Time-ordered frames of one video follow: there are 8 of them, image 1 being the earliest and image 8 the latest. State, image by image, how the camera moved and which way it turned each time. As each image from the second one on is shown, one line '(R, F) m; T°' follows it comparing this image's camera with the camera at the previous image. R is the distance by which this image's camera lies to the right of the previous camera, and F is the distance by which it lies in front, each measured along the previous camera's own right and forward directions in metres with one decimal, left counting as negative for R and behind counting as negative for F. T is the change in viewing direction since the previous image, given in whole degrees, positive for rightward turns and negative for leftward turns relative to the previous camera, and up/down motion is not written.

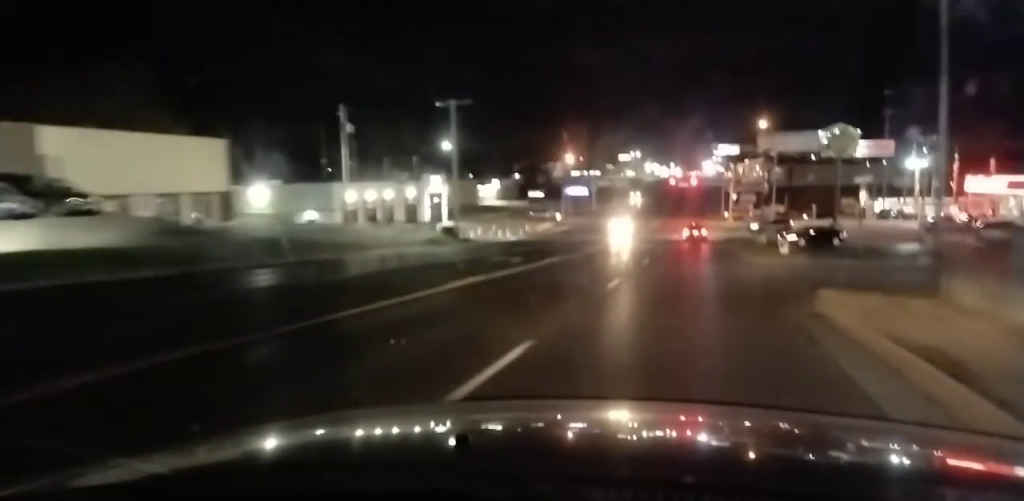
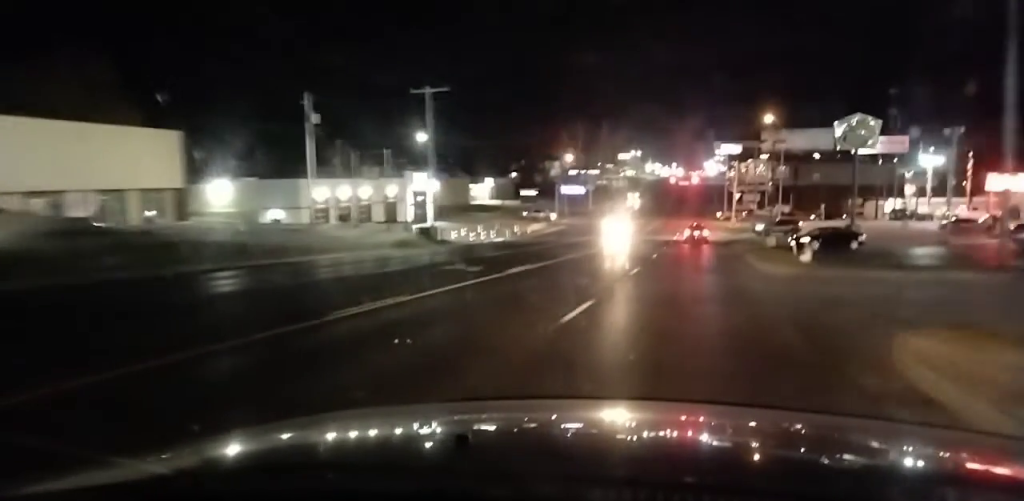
(0.0, +6.1) m; 0°
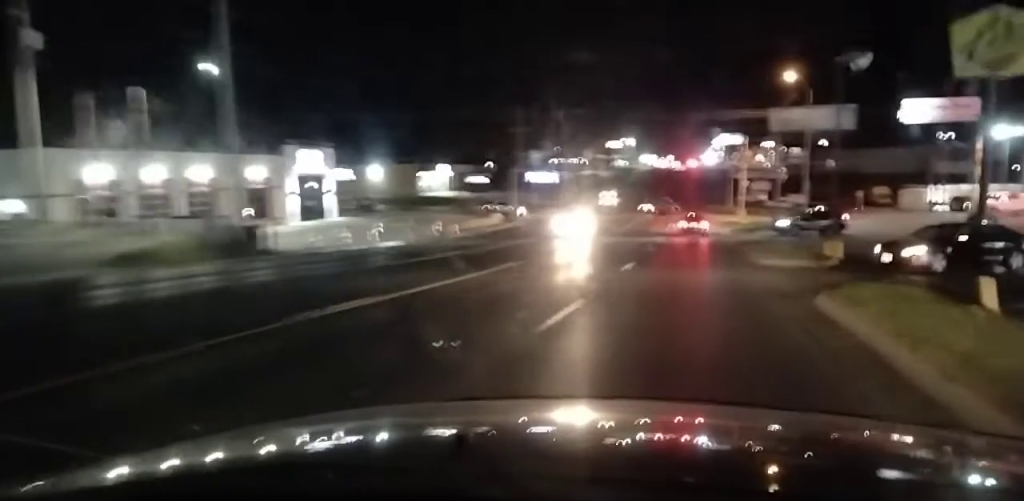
(0.0, +24.4) m; +1°
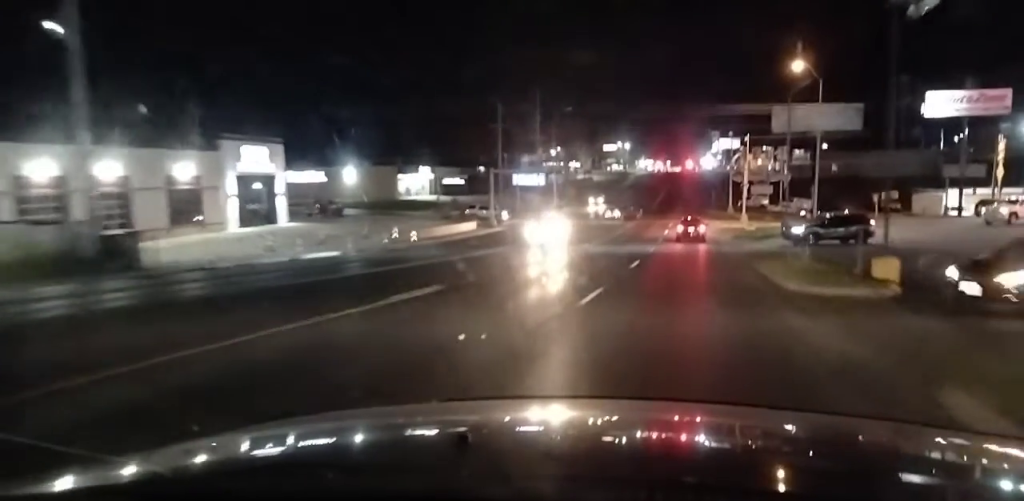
(0.0, +7.7) m; +1°
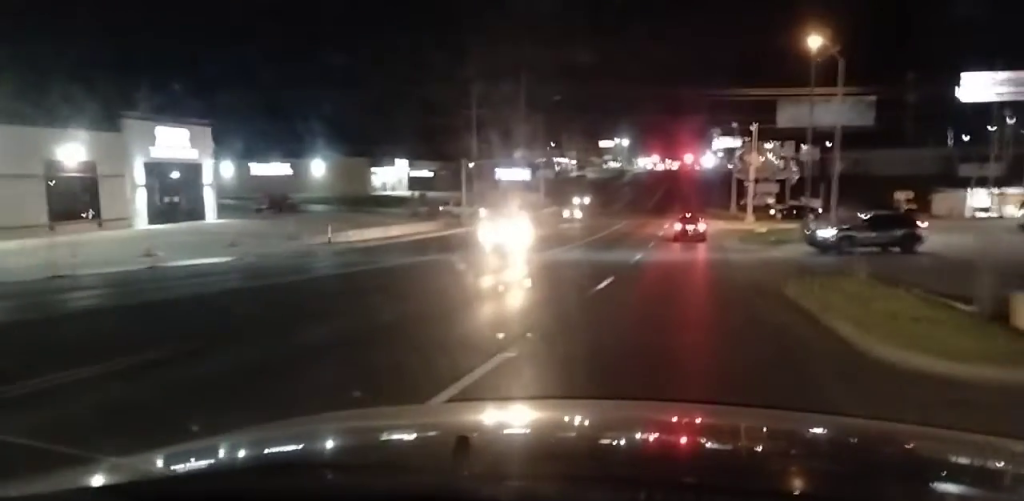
(+0.1, +8.6) m; 0°
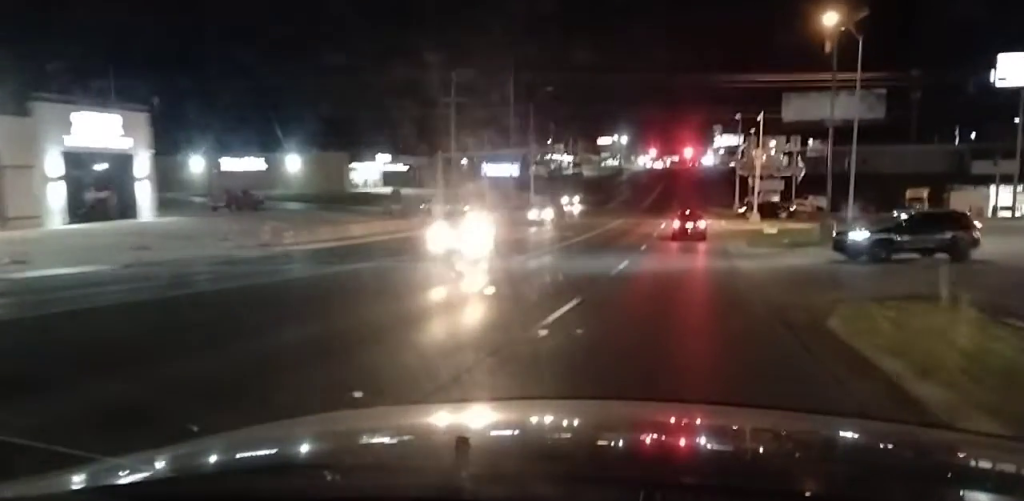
(0.0, +6.0) m; 0°
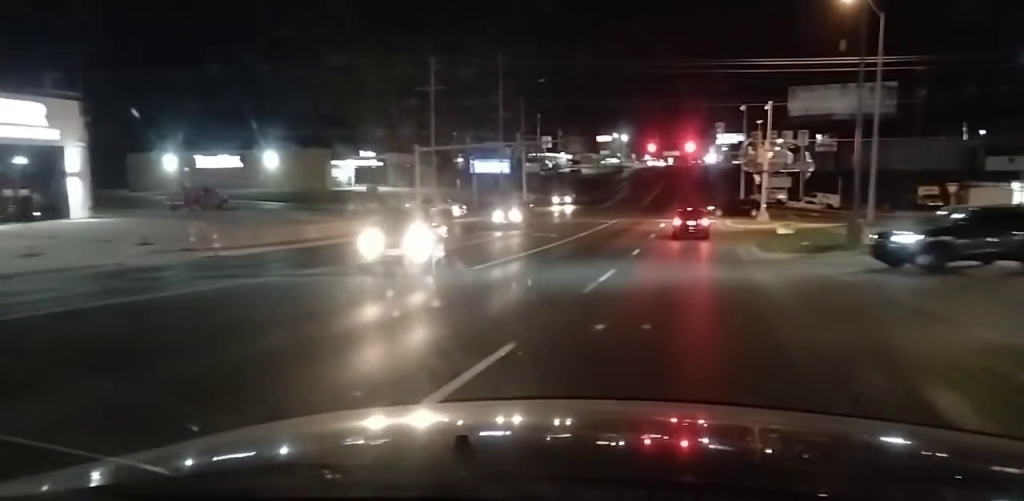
(-0.1, +5.5) m; 0°
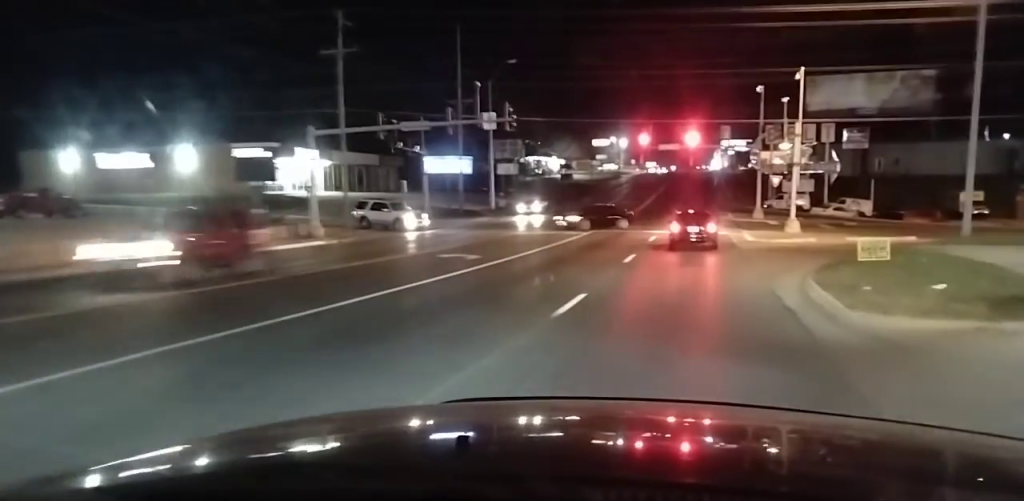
(0.0, +14.8) m; -1°
